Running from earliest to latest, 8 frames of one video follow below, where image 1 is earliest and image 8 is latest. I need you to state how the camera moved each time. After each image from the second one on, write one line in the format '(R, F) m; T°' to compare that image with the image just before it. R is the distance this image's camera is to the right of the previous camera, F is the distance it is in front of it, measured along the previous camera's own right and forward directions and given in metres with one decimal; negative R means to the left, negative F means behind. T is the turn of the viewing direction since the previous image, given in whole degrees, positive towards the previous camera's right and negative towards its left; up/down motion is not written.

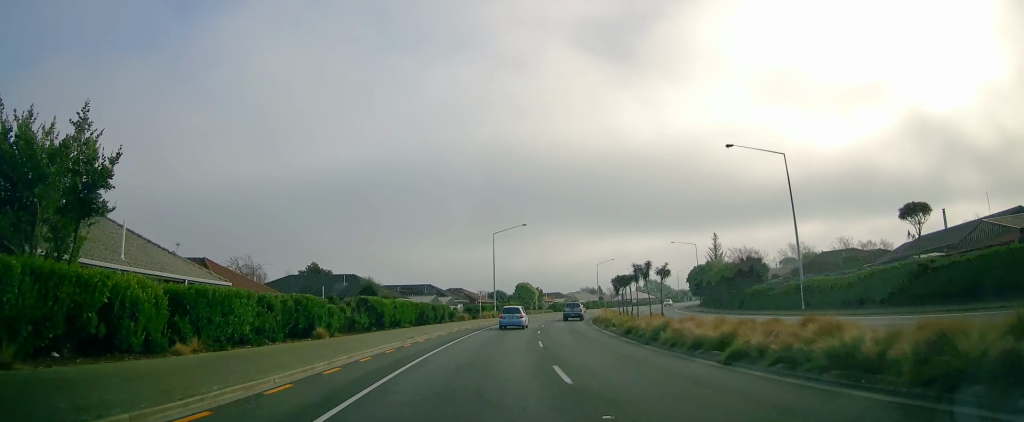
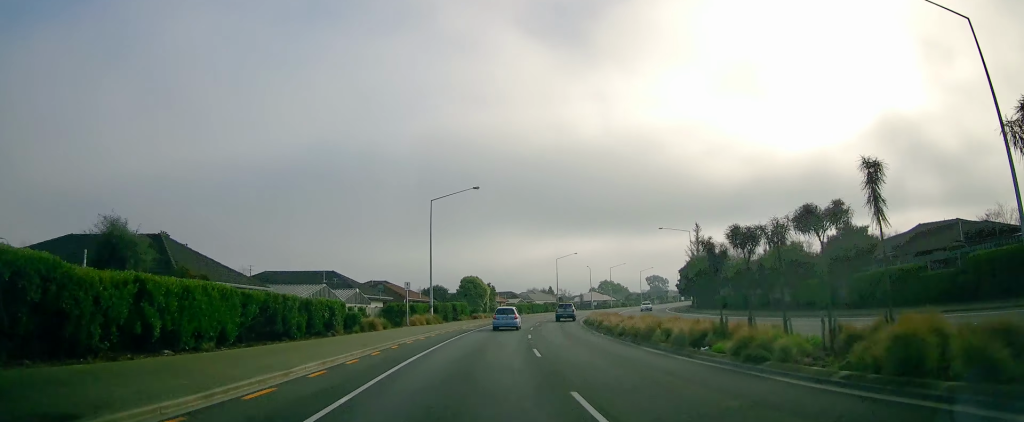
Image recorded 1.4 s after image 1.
(+1.1, +24.3) m; +8°
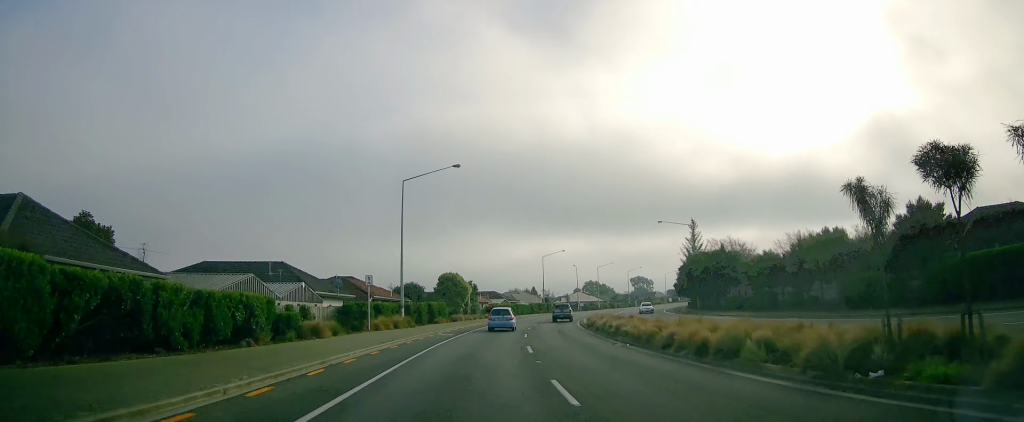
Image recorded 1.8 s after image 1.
(0.0, +8.3) m; +4°
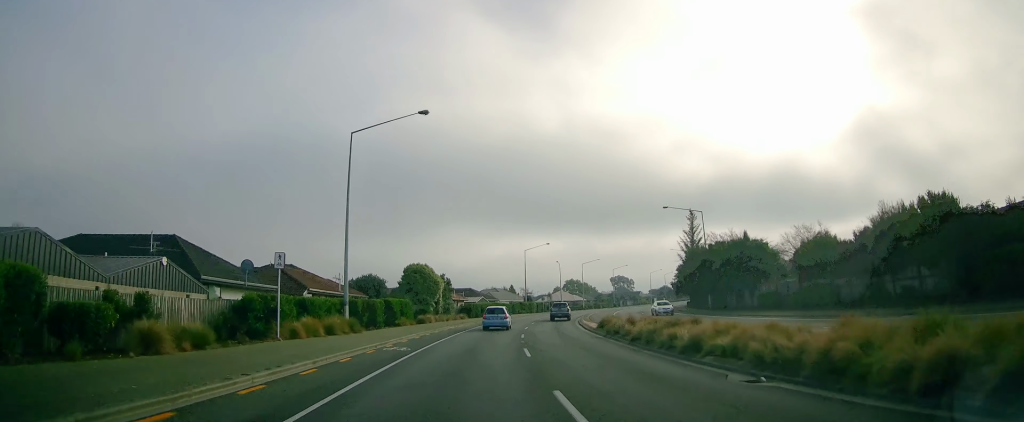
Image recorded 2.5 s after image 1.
(+0.8, +11.8) m; +3°
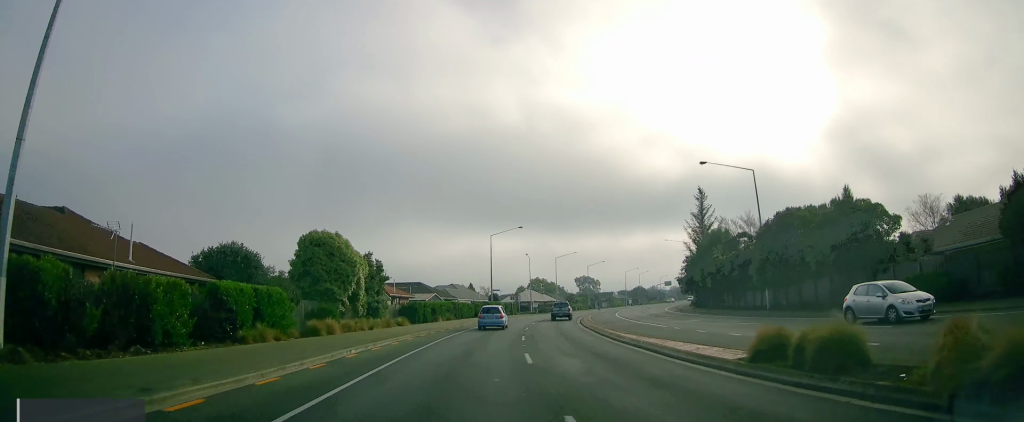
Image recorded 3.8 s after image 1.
(+0.7, +23.2) m; +2°
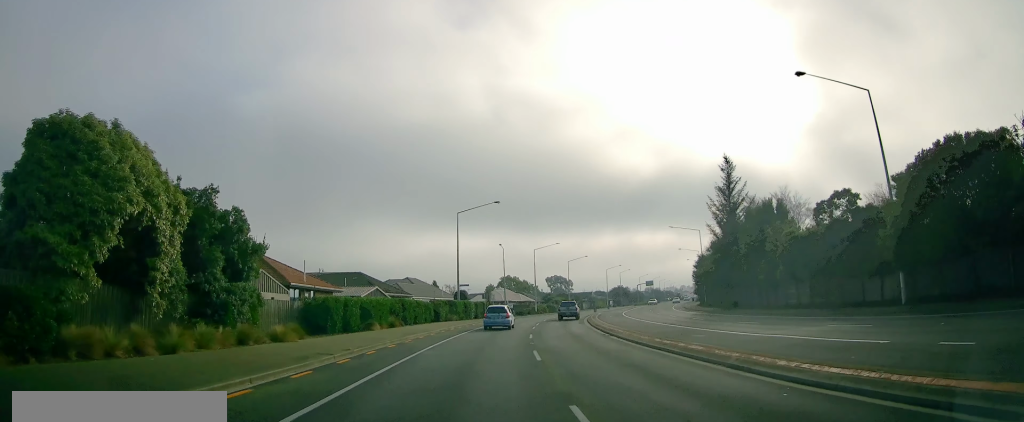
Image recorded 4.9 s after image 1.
(0.0, +19.6) m; +4°
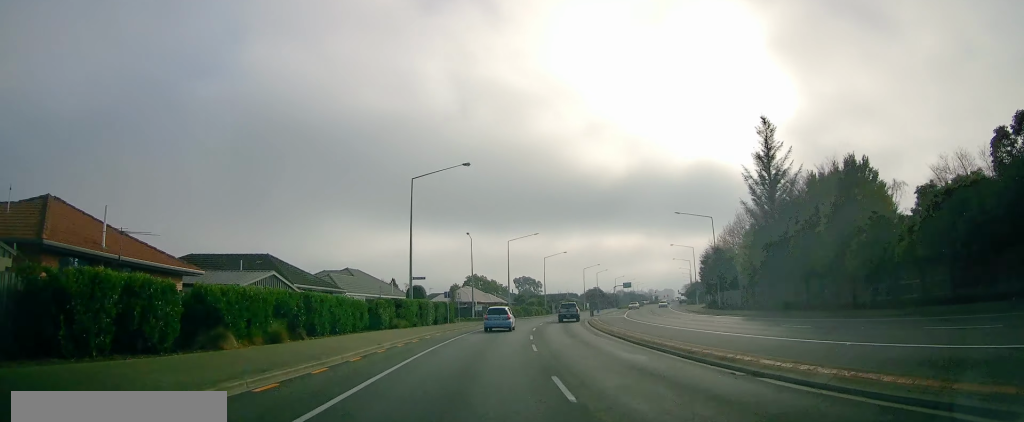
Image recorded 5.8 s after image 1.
(+1.2, +16.7) m; +4°
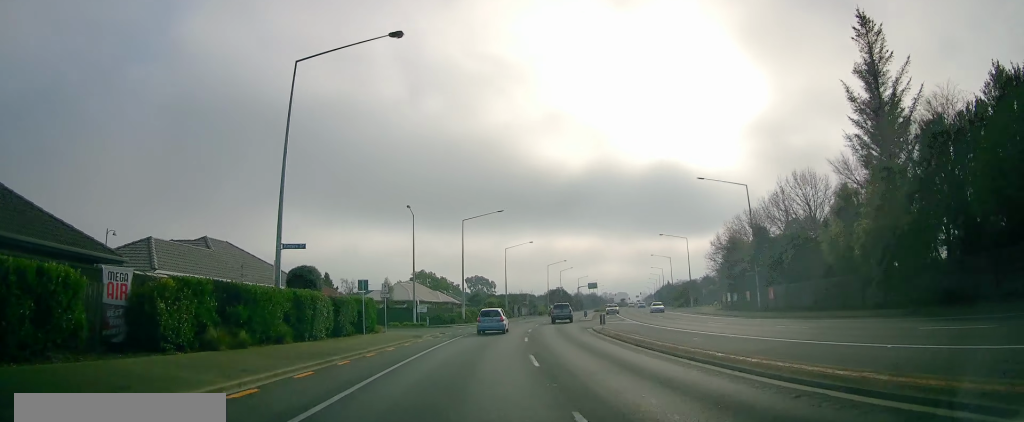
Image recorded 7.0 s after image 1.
(+0.5, +21.6) m; +5°
